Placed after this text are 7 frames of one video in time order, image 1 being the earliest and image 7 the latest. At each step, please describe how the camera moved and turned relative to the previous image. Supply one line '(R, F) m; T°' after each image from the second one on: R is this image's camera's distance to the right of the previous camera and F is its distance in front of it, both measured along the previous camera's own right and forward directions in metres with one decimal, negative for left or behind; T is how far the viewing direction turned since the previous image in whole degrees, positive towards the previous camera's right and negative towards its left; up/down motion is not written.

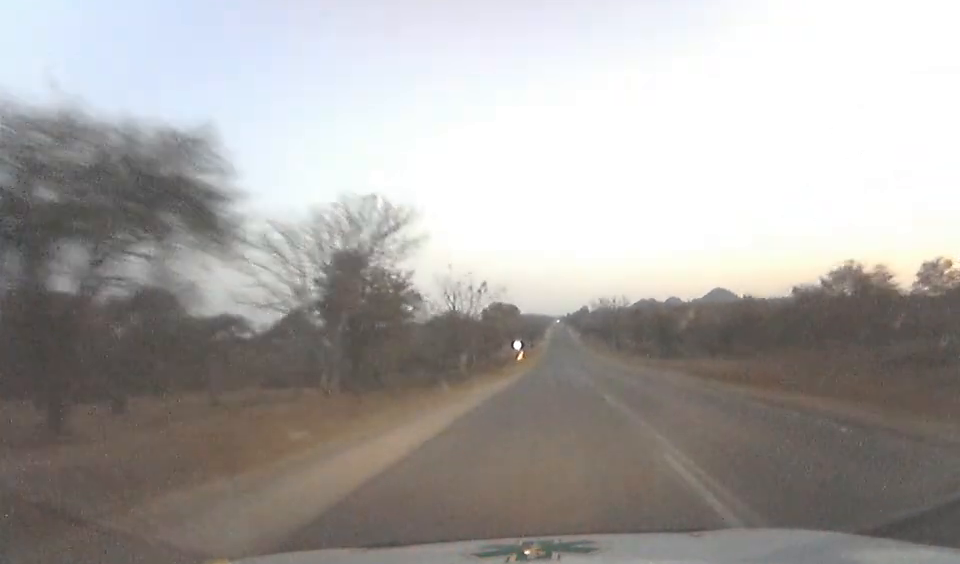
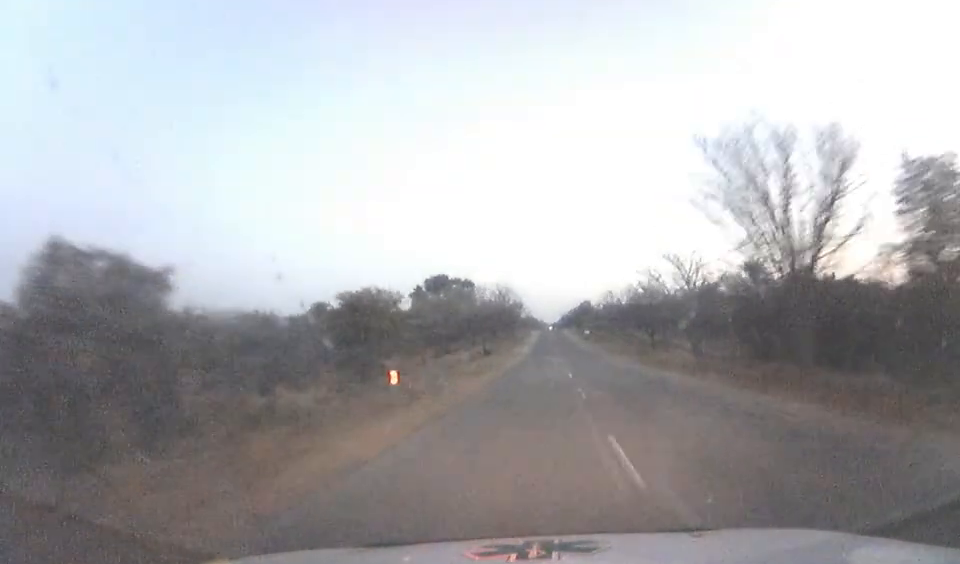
(0.0, +93.4) m; 0°
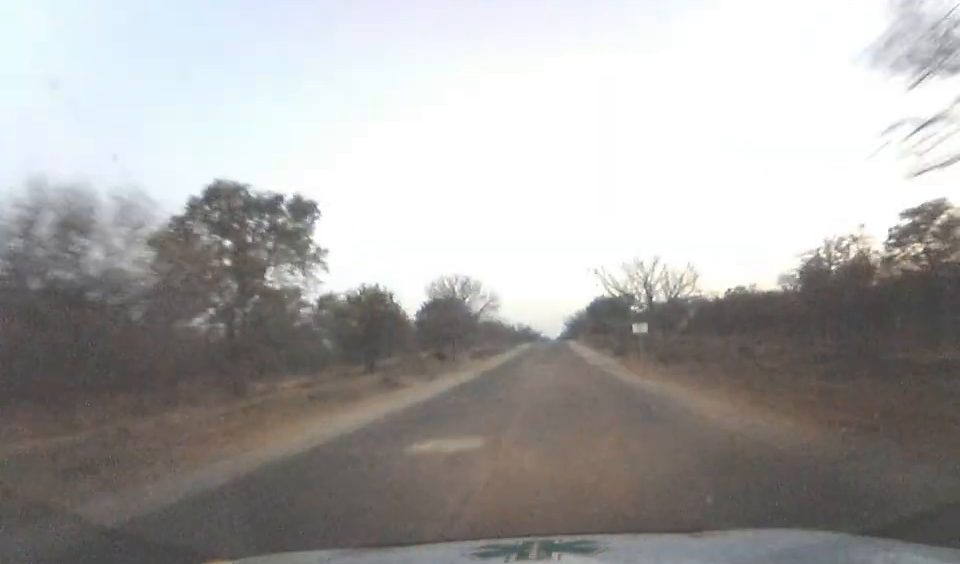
(-0.1, +76.5) m; 0°
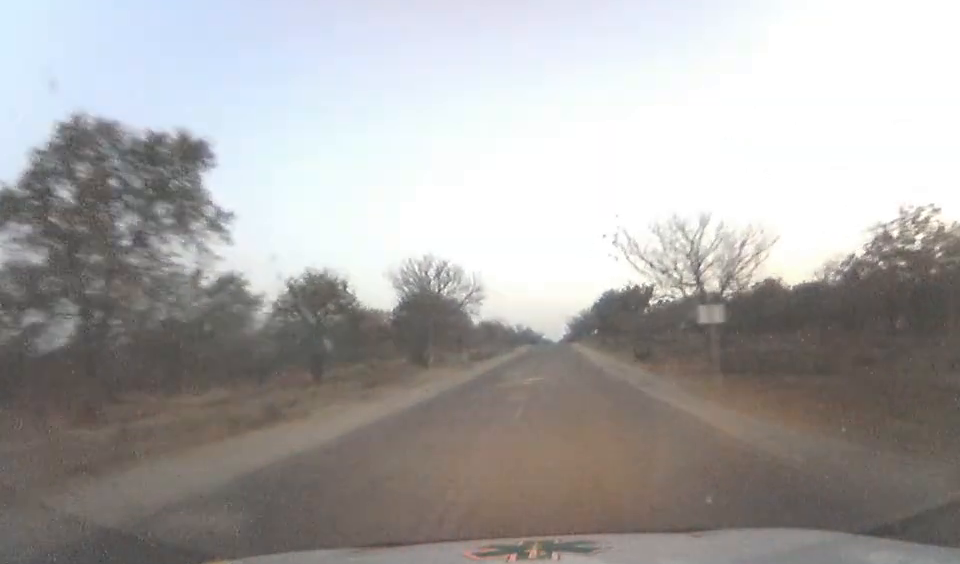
(0.0, +15.3) m; 0°
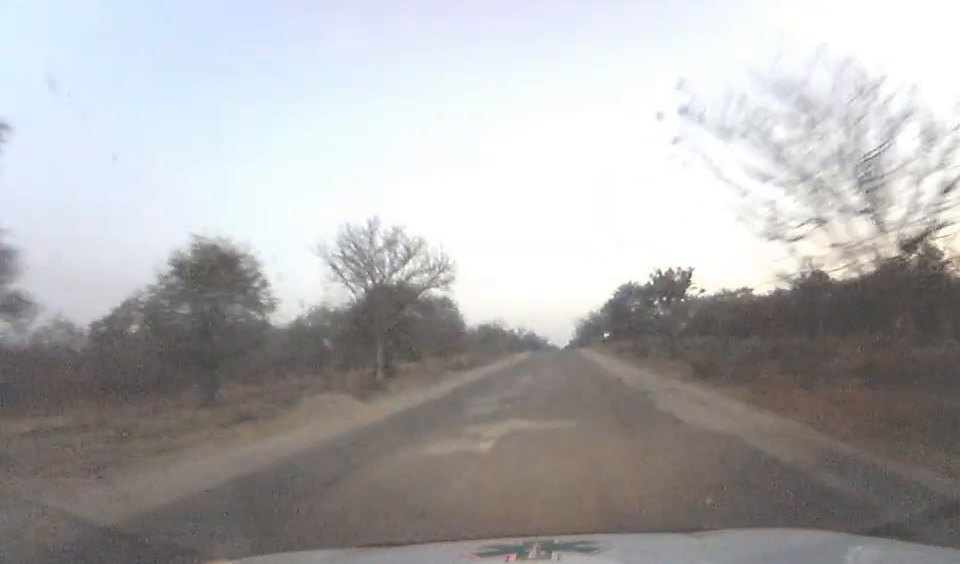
(0.0, +17.3) m; 0°
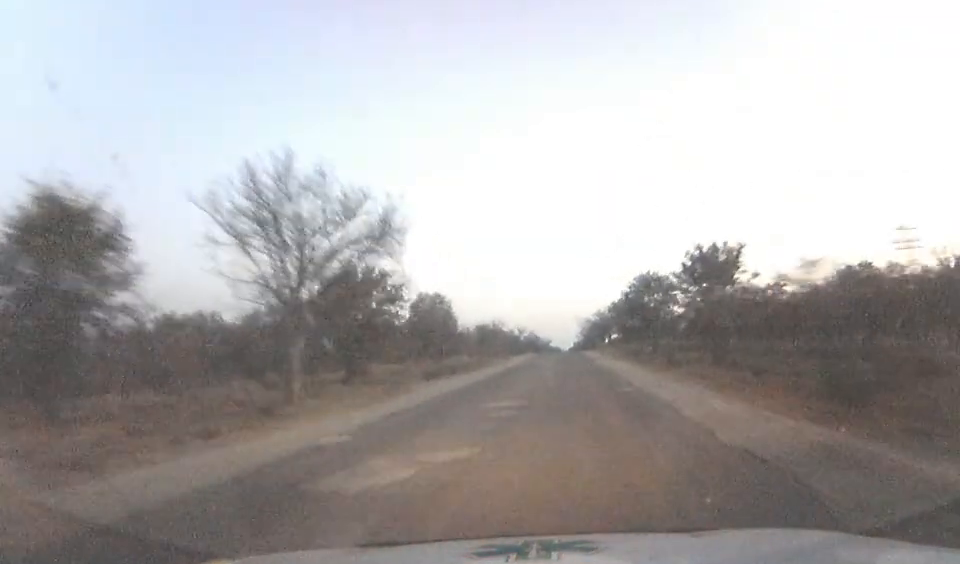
(0.0, +12.8) m; 0°
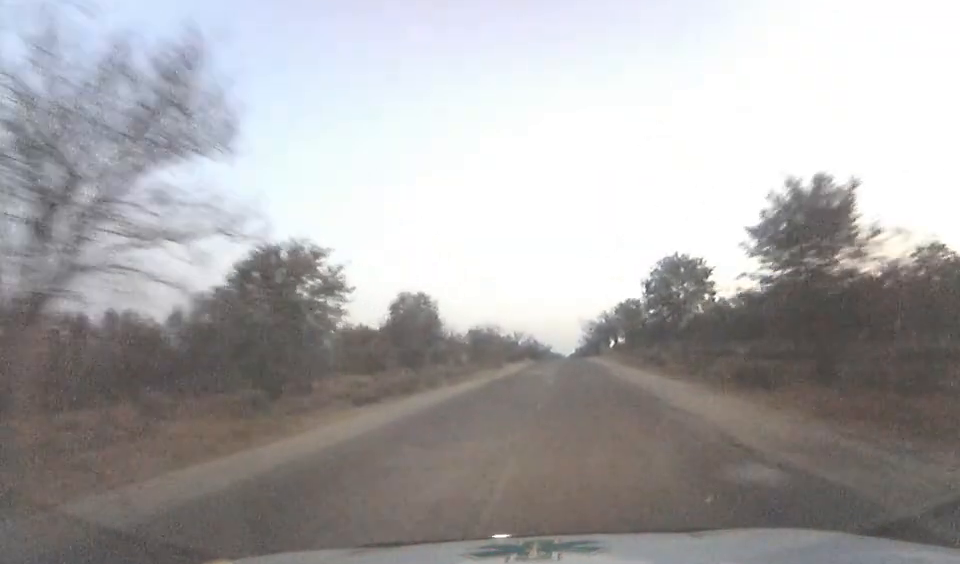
(0.0, +14.9) m; 0°
